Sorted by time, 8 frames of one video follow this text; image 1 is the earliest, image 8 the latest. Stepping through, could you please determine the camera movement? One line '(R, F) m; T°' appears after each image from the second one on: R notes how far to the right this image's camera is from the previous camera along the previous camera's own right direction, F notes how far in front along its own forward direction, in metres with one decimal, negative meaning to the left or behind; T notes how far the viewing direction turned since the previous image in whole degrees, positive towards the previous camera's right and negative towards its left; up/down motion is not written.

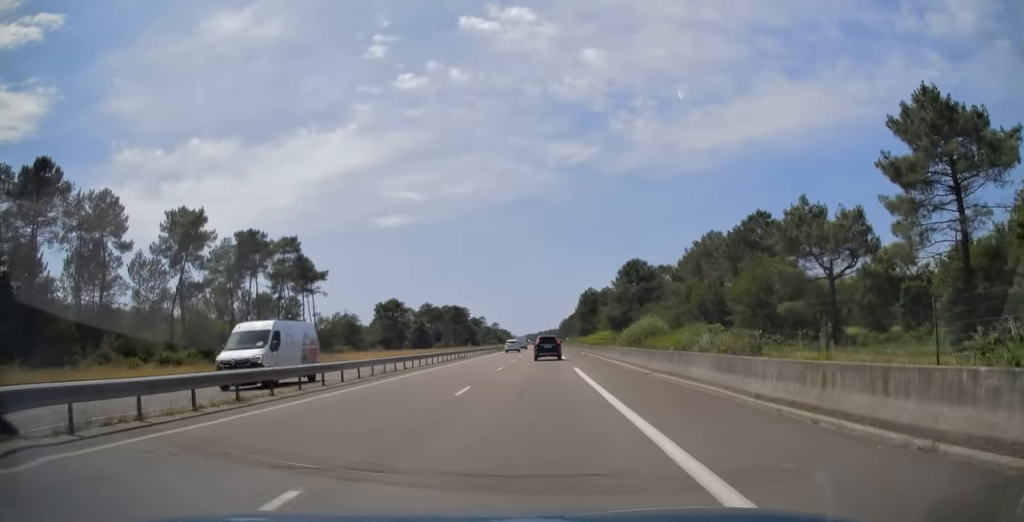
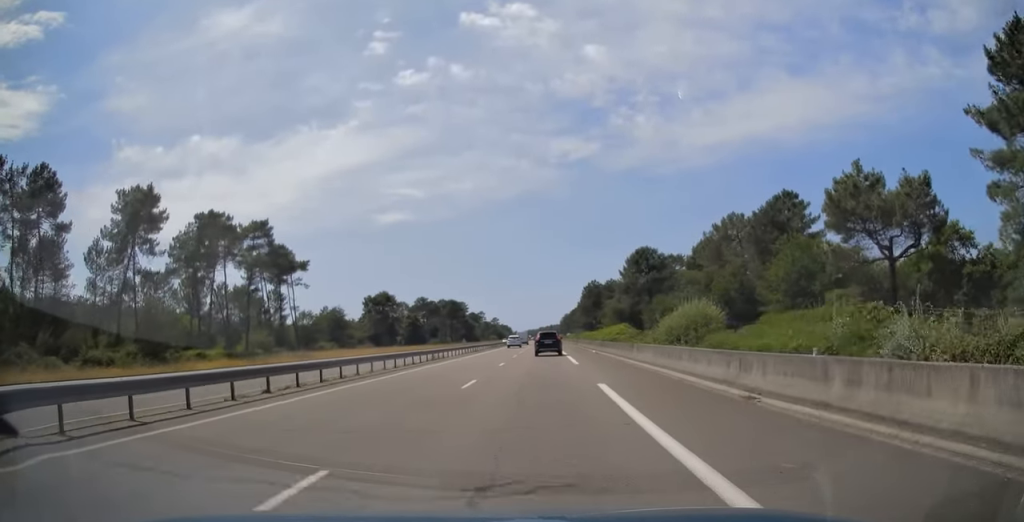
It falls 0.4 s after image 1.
(-0.1, +12.3) m; 0°
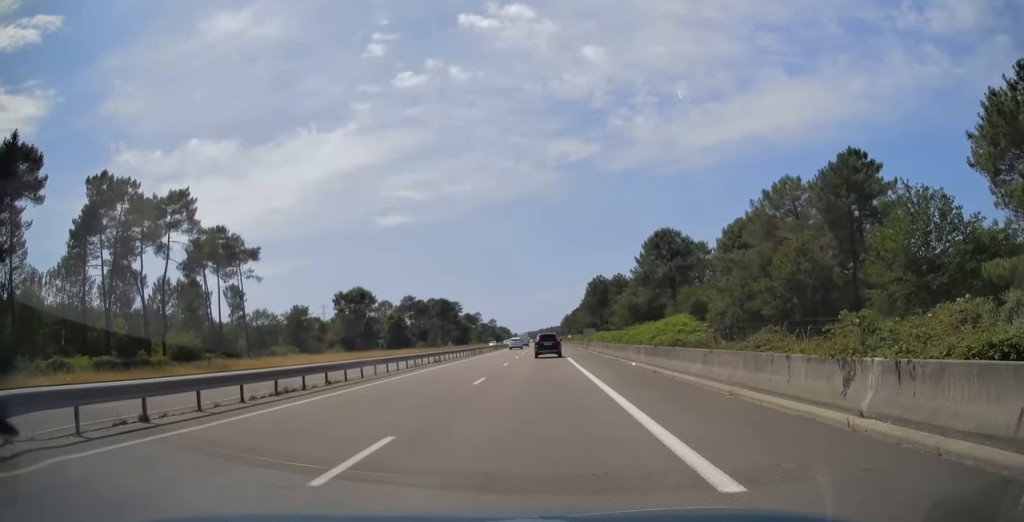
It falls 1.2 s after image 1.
(0.0, +23.6) m; 0°
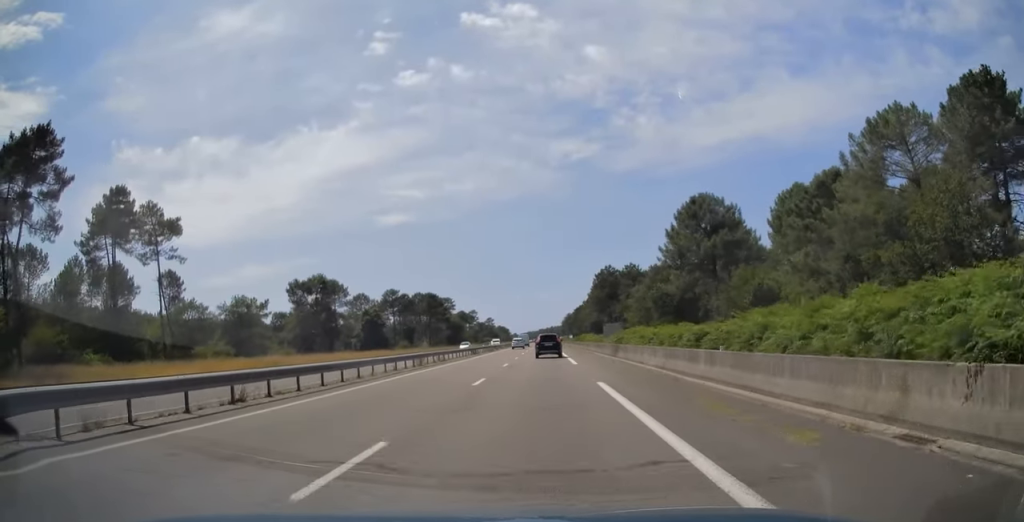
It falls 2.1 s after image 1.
(0.0, +26.5) m; 0°
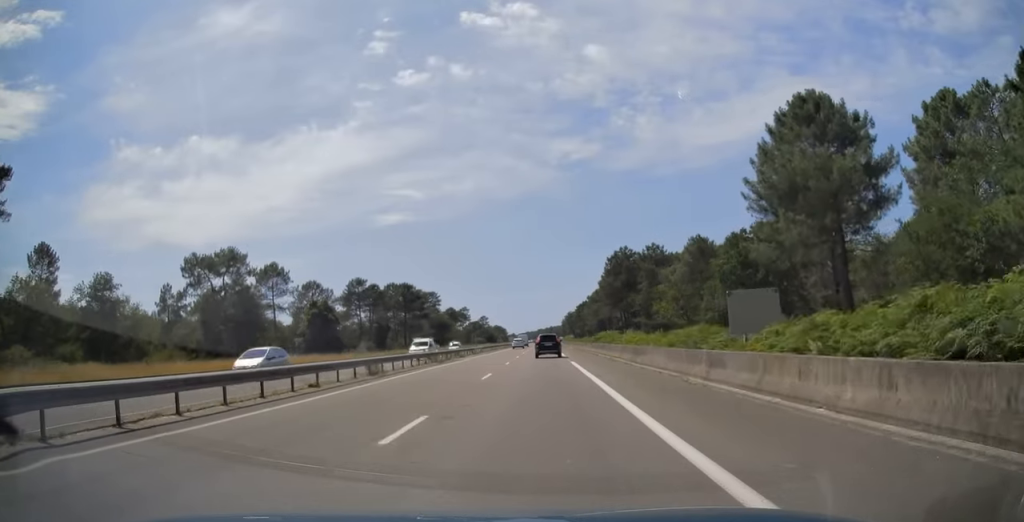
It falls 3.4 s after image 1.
(0.0, +36.3) m; 0°
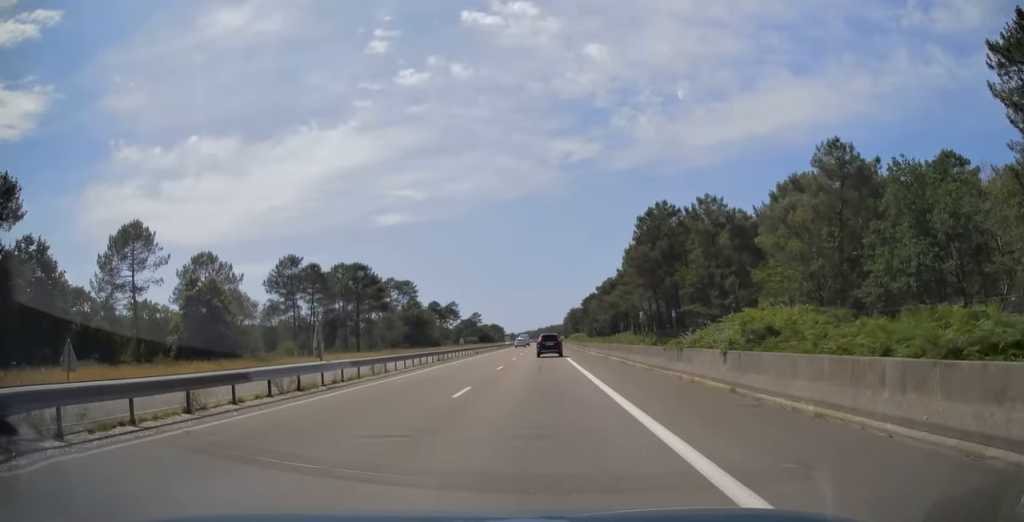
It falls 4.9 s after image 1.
(0.0, +45.4) m; 0°
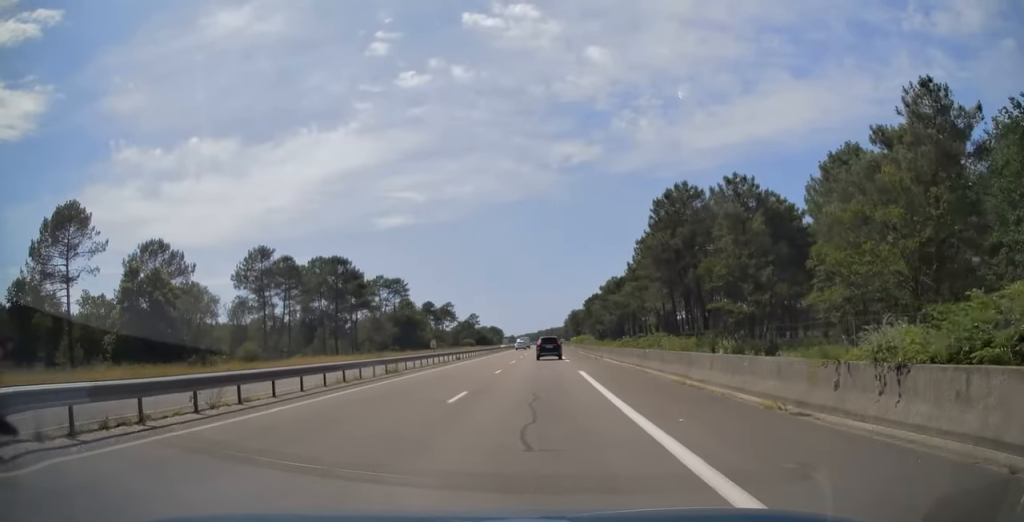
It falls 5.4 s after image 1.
(0.0, +13.6) m; 0°
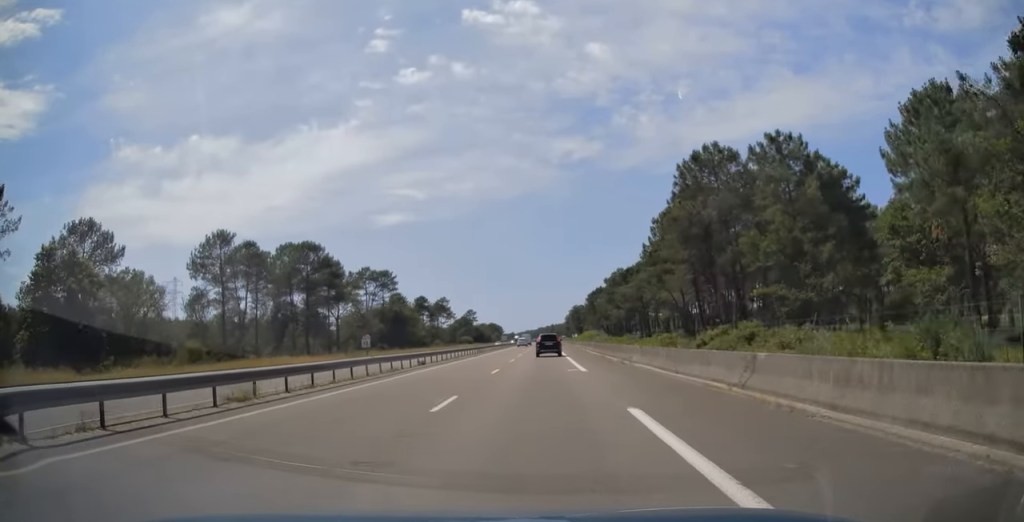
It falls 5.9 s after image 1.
(0.0, +15.1) m; 0°
